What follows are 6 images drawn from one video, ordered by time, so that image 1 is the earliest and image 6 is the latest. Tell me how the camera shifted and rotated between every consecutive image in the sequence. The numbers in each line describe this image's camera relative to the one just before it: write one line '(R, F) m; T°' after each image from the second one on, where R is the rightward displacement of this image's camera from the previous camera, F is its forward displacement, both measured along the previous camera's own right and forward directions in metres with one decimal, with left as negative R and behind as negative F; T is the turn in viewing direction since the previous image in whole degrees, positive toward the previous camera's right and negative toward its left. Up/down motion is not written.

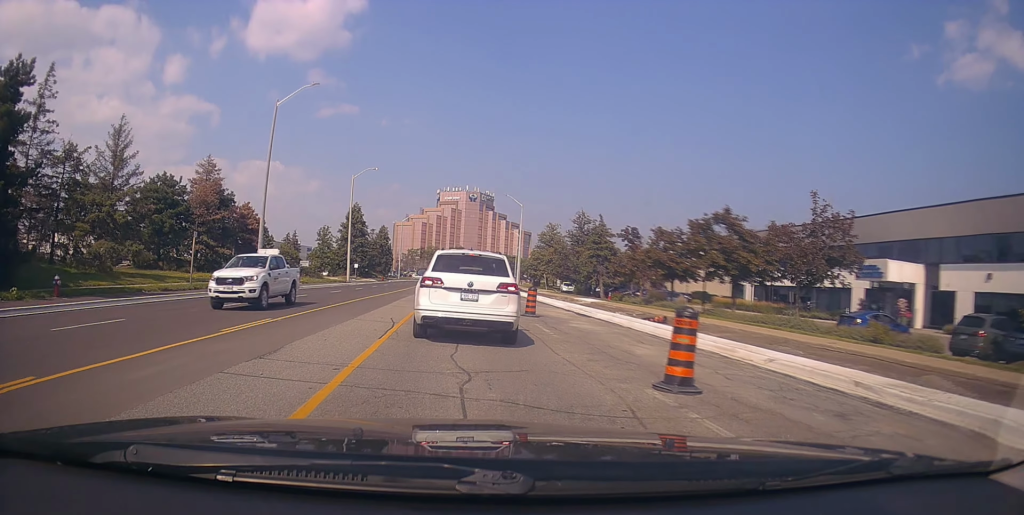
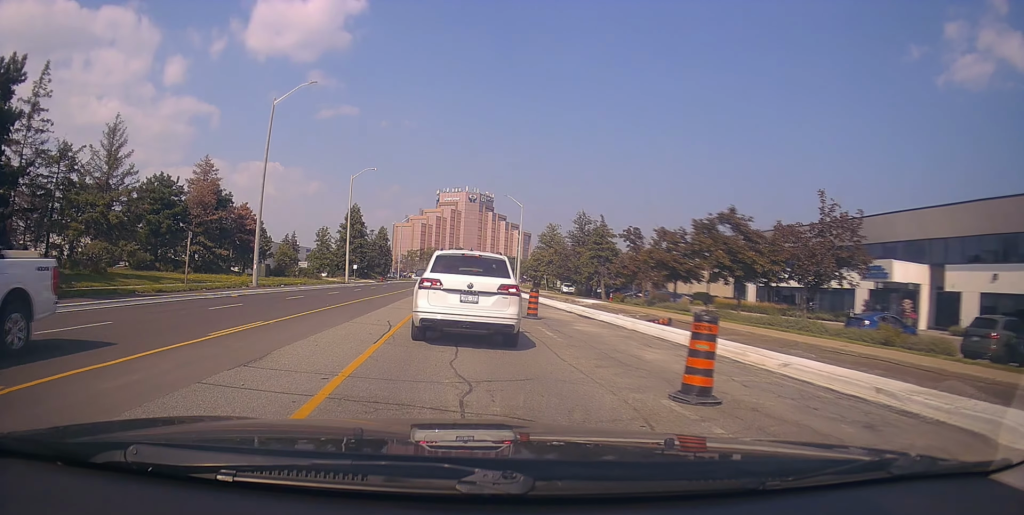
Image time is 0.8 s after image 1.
(0.0, +1.3) m; 0°
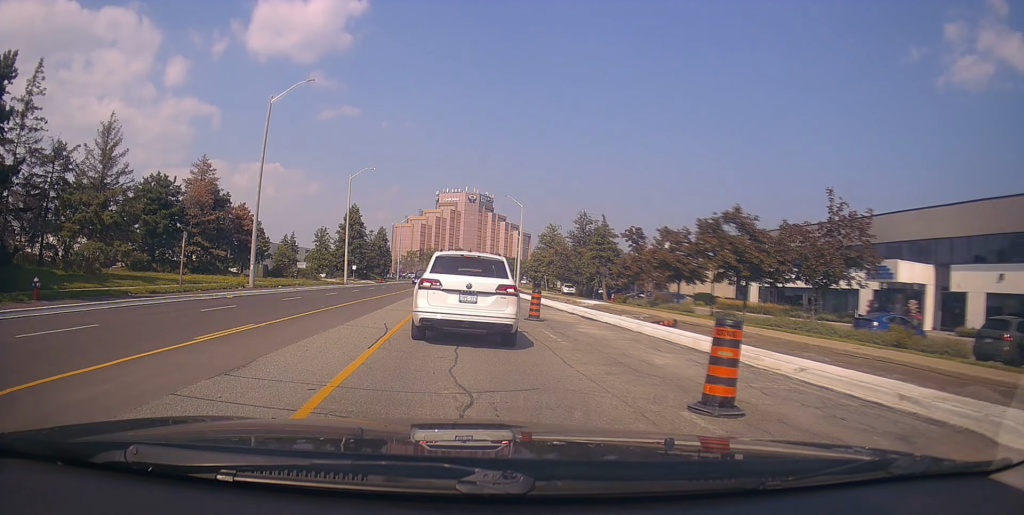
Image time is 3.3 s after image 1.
(+0.5, +0.6) m; 0°
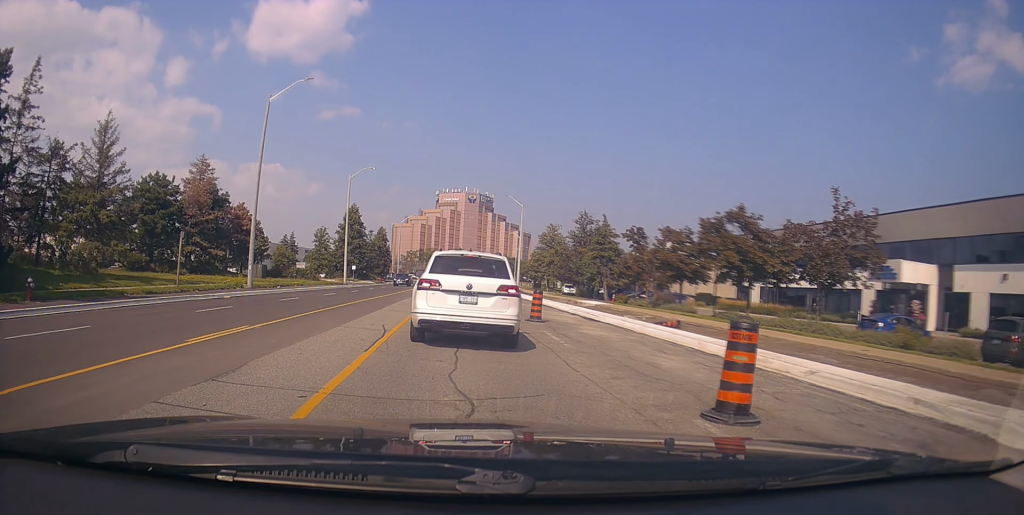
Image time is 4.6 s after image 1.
(-0.2, +0.4) m; 0°
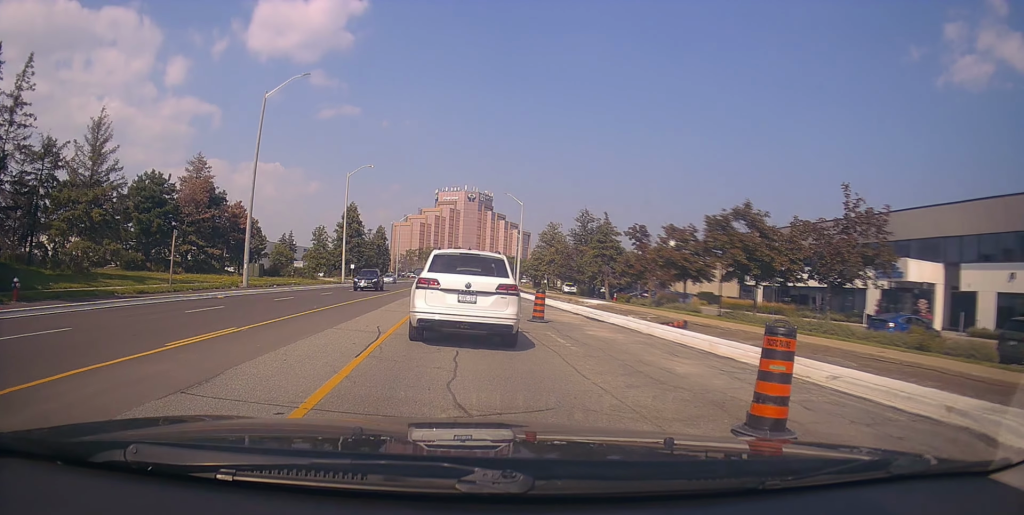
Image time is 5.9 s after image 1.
(-0.2, +0.4) m; 0°
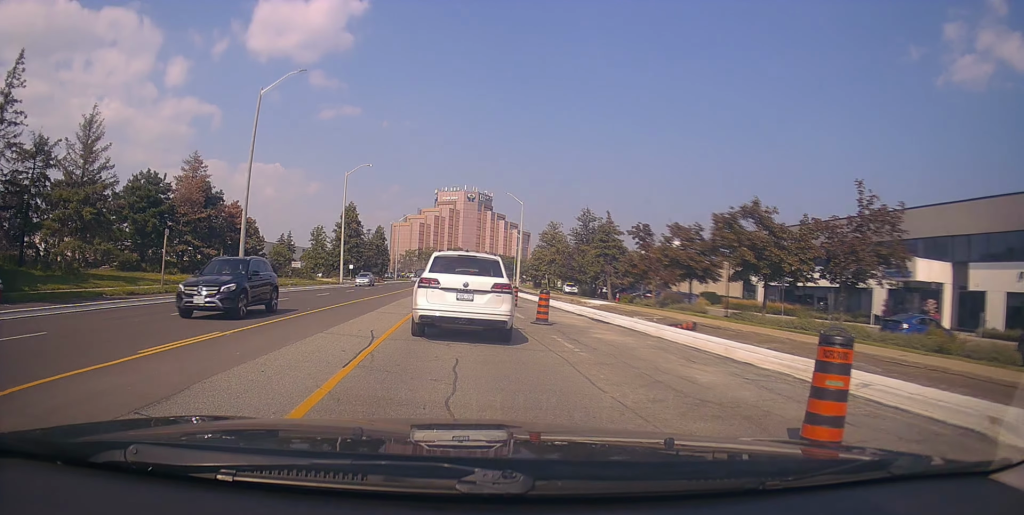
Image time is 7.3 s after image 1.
(+0.3, +0.6) m; 0°
